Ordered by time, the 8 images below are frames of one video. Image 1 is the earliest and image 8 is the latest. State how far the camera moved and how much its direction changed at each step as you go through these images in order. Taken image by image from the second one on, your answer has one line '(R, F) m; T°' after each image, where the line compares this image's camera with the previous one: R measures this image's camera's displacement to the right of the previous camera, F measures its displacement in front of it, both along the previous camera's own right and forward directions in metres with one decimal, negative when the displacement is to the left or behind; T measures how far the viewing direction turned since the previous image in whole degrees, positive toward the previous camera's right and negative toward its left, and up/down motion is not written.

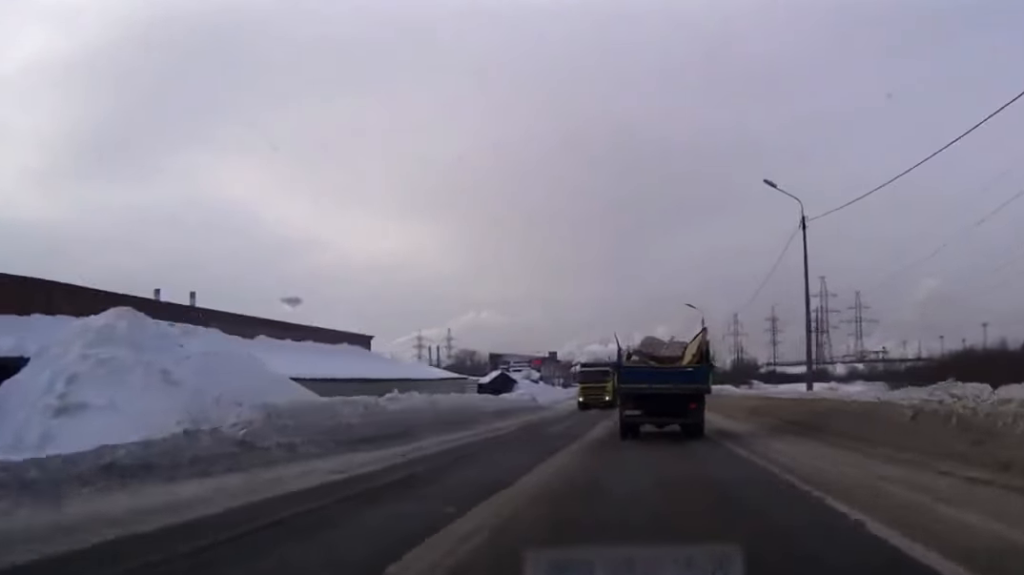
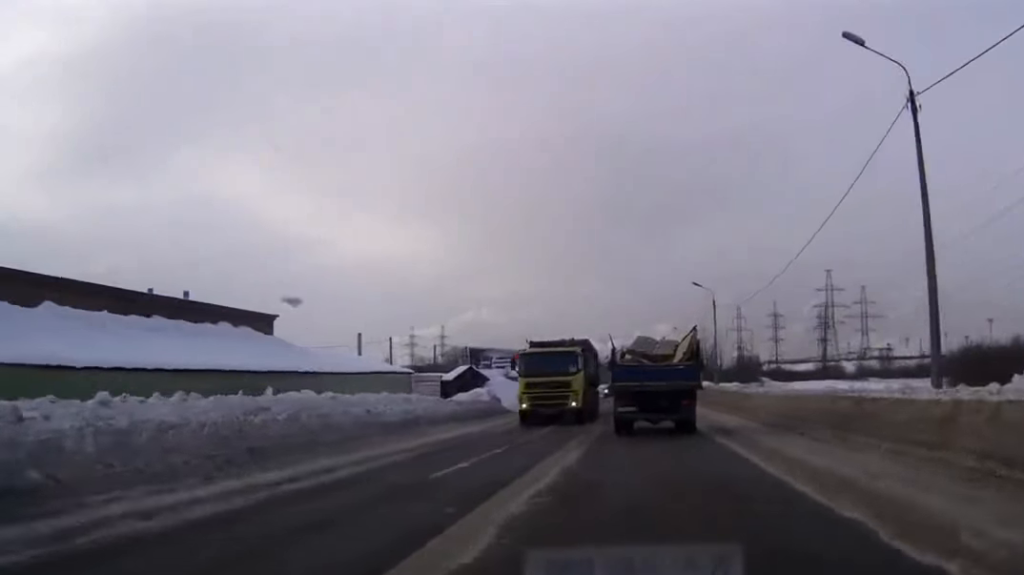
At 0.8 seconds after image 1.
(0.0, +14.6) m; 0°
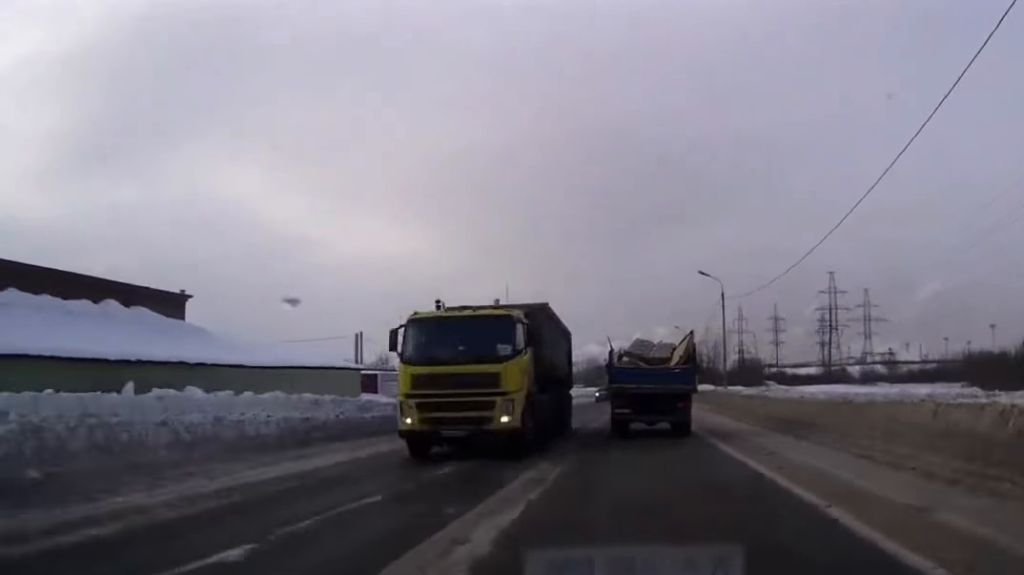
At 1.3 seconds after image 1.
(0.0, +7.7) m; 0°
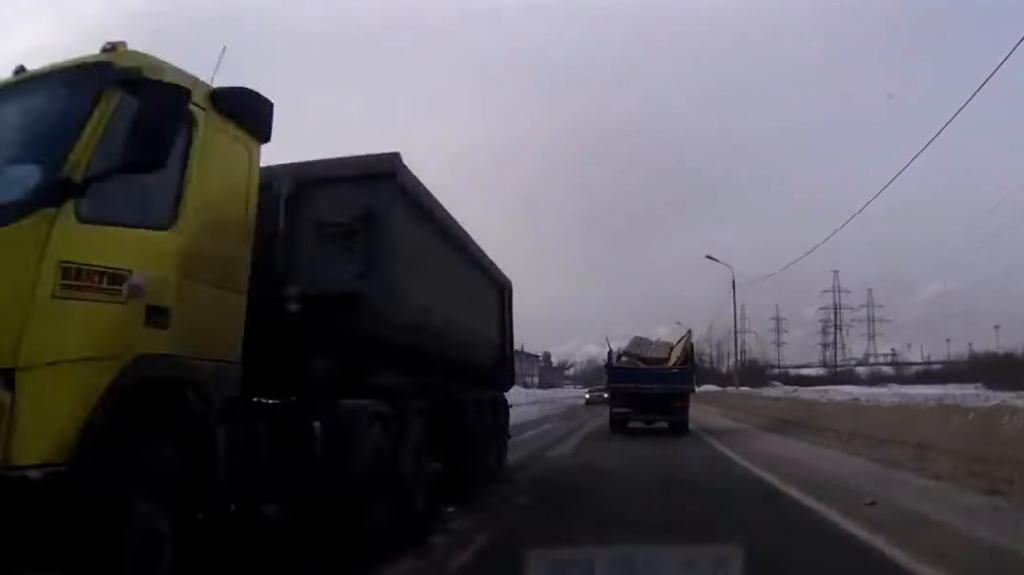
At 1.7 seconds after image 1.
(0.0, +7.0) m; 0°
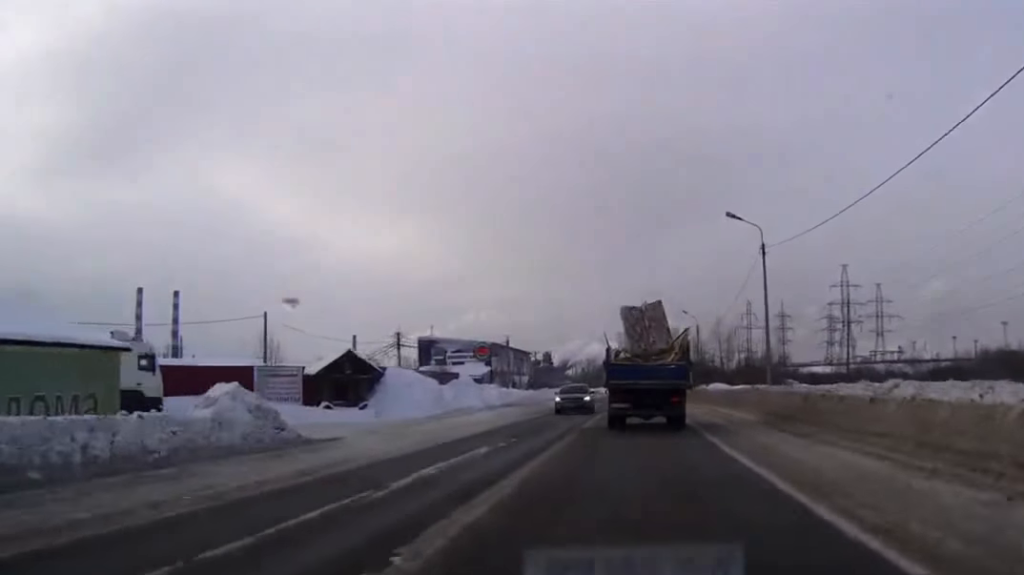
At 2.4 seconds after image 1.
(0.0, +12.3) m; 0°
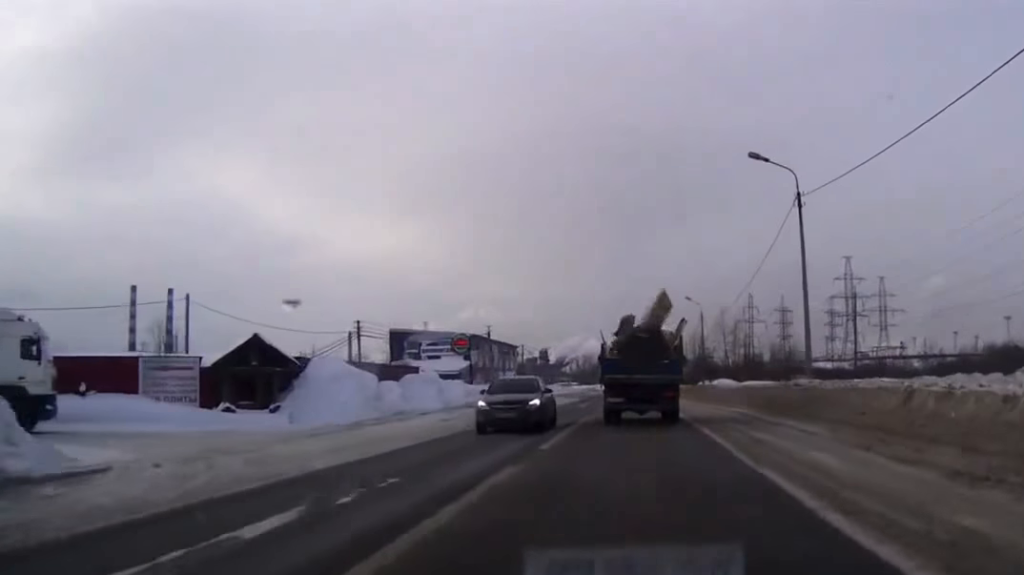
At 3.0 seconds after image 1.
(0.0, +9.2) m; 0°
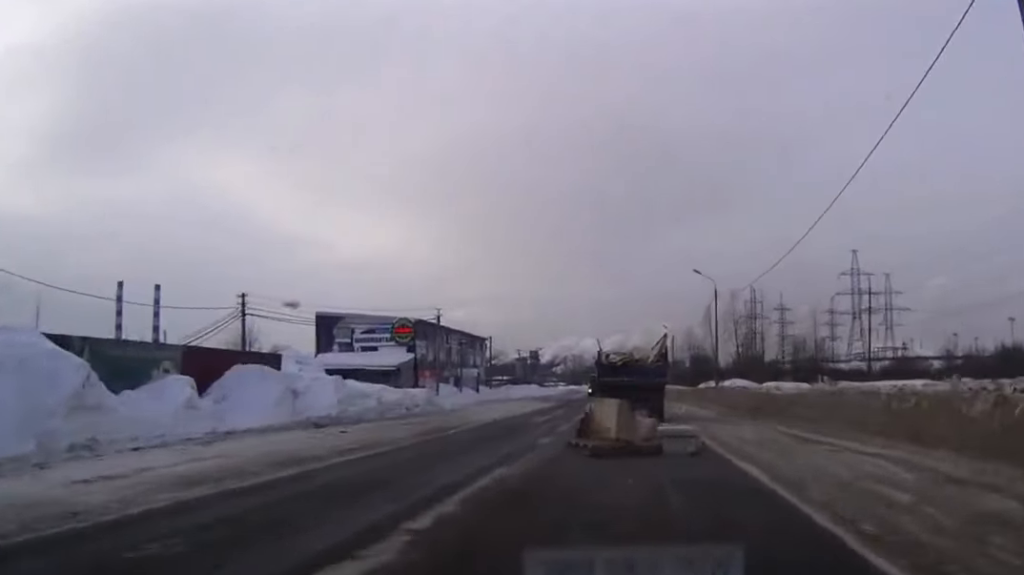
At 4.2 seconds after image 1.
(+0.3, +18.4) m; +3°
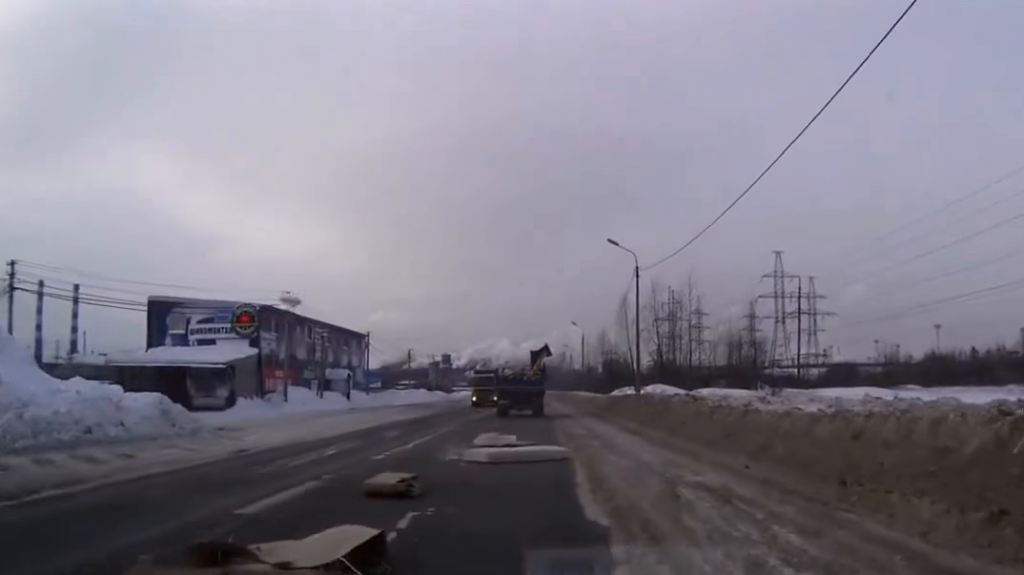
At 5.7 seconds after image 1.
(+0.4, +14.8) m; +1°
